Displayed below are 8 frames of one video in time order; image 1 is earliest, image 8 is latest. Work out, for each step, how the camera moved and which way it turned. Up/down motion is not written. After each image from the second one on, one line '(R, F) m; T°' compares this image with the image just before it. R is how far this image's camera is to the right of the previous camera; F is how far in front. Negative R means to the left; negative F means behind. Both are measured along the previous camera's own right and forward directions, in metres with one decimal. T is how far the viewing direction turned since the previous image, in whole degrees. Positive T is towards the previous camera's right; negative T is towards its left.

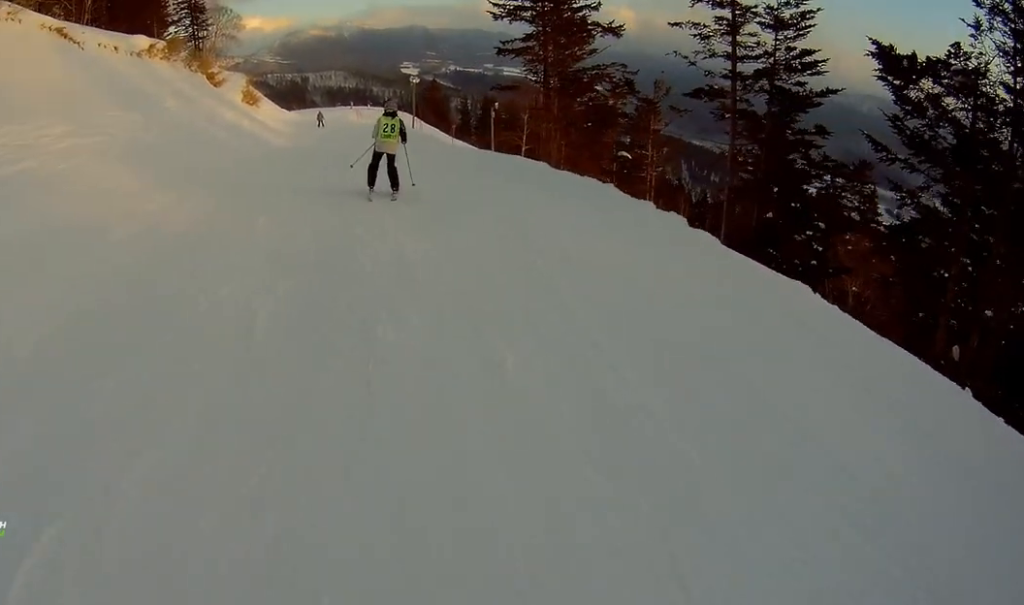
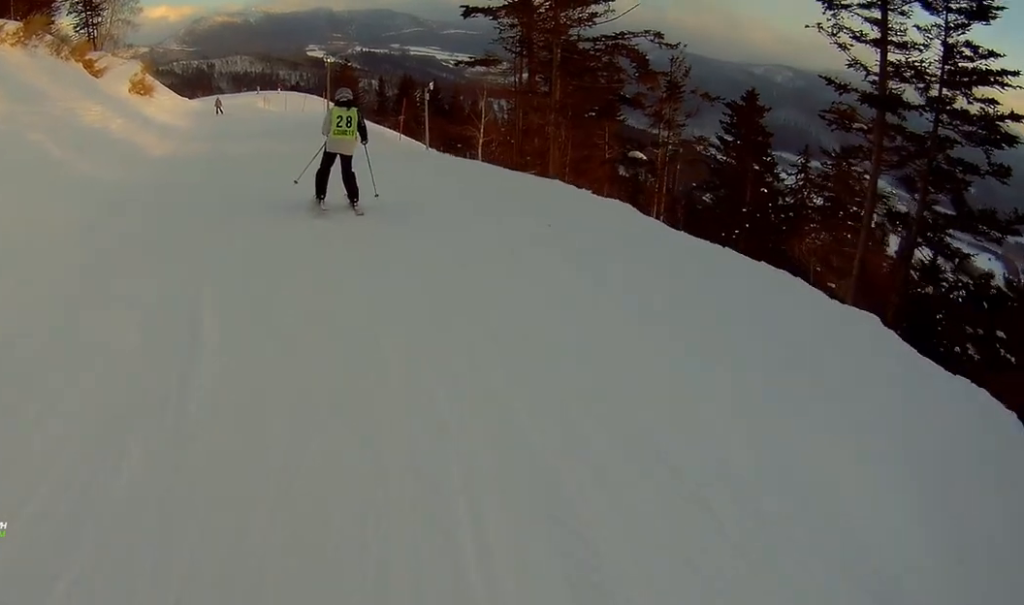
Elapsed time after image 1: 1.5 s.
(-0.9, +10.3) m; -3°
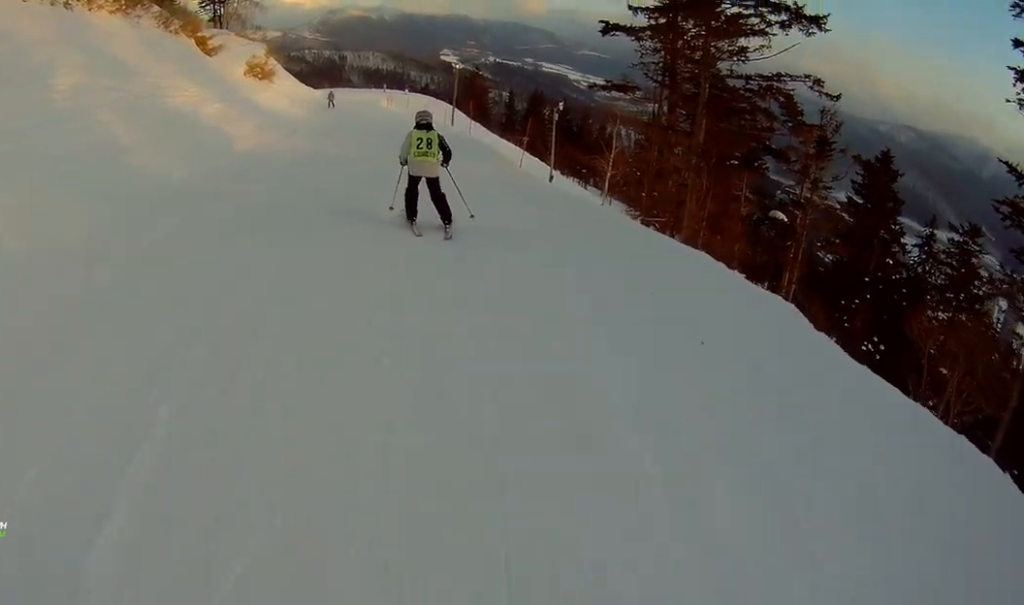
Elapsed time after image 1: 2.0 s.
(+0.4, +2.7) m; 0°
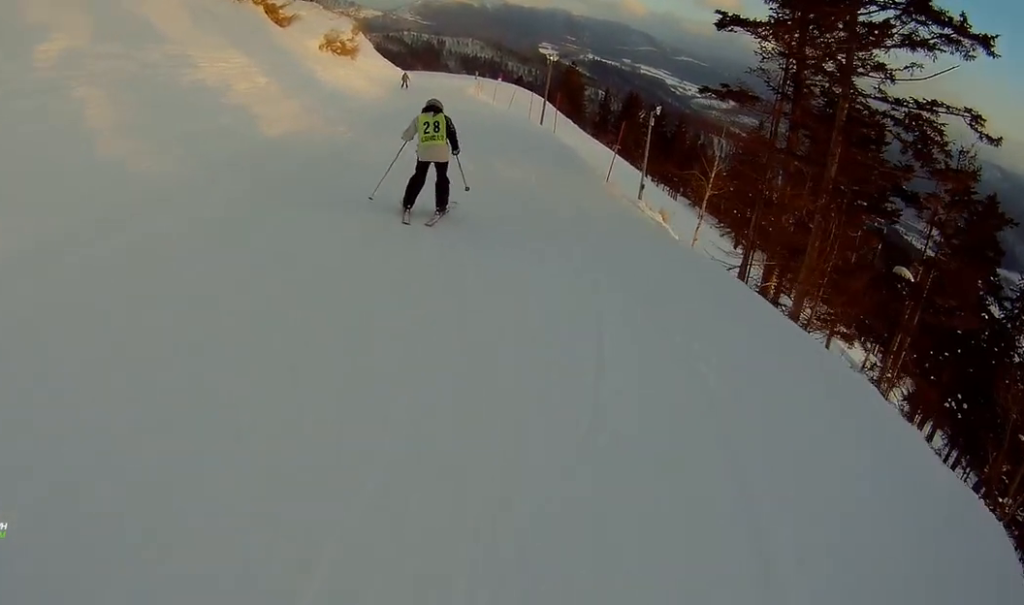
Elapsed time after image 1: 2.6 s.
(+0.1, +3.9) m; -3°
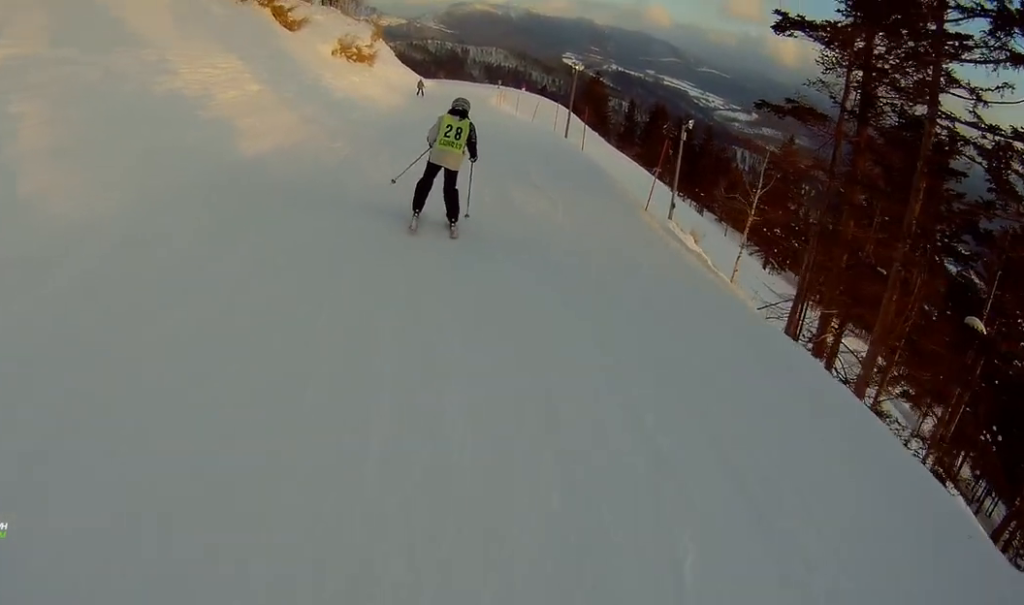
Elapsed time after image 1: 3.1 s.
(-0.3, +2.6) m; -5°
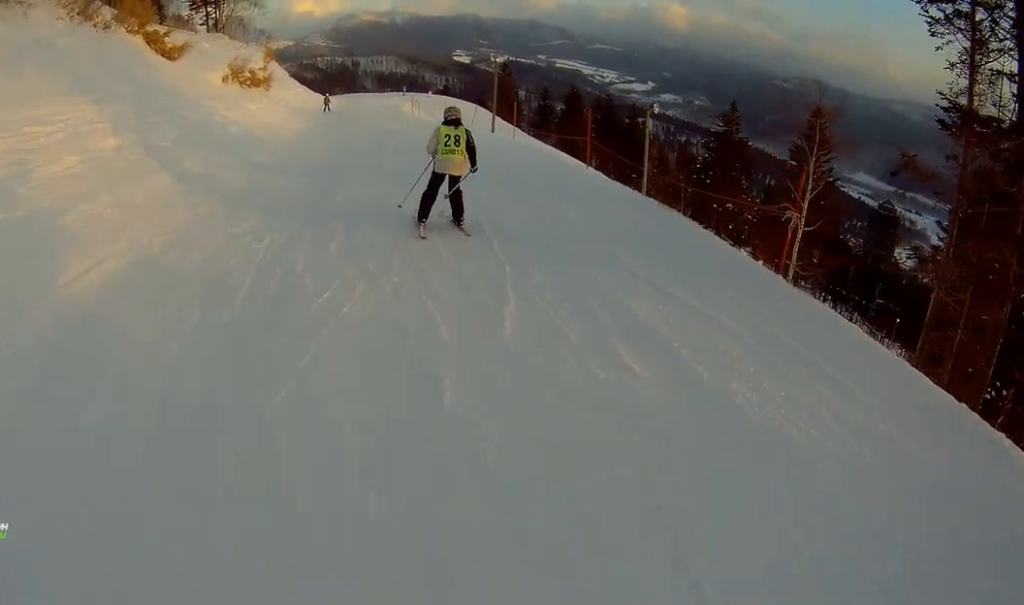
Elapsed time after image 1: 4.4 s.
(-0.3, +6.9) m; +5°
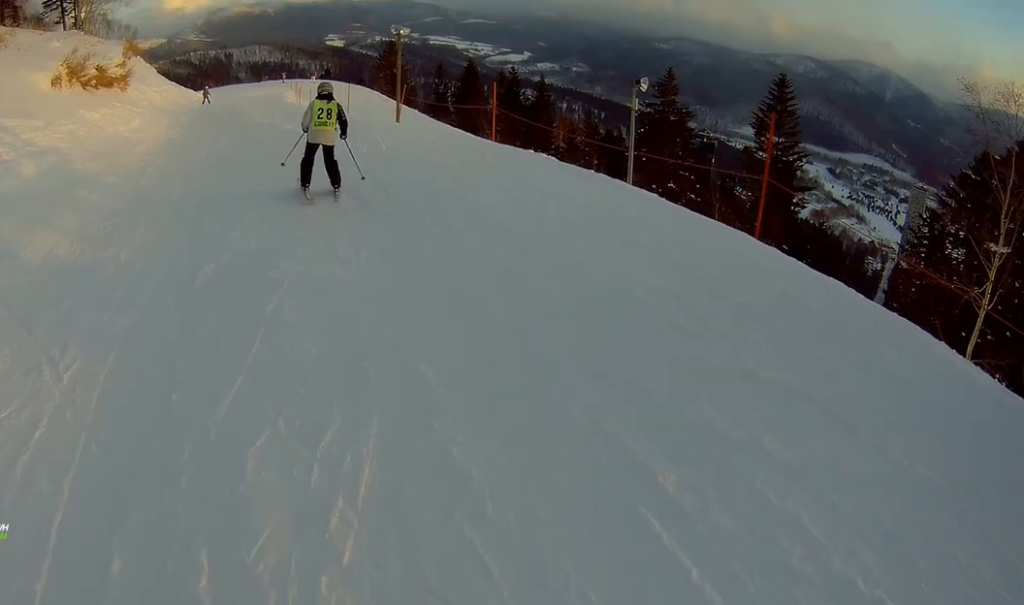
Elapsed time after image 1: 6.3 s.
(+1.8, +9.0) m; +20°
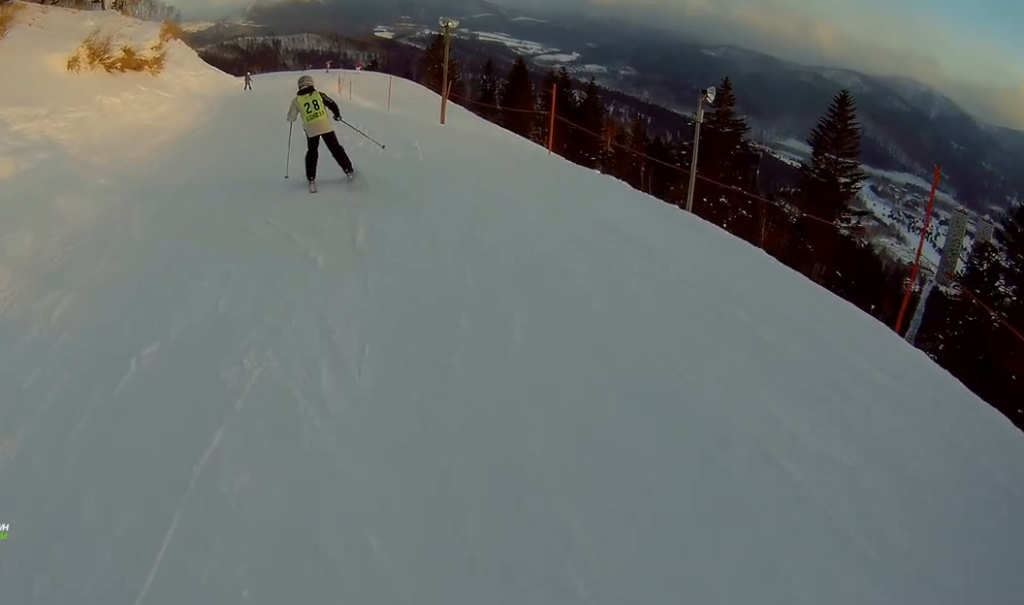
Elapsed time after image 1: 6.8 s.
(+0.2, +2.3) m; -13°
